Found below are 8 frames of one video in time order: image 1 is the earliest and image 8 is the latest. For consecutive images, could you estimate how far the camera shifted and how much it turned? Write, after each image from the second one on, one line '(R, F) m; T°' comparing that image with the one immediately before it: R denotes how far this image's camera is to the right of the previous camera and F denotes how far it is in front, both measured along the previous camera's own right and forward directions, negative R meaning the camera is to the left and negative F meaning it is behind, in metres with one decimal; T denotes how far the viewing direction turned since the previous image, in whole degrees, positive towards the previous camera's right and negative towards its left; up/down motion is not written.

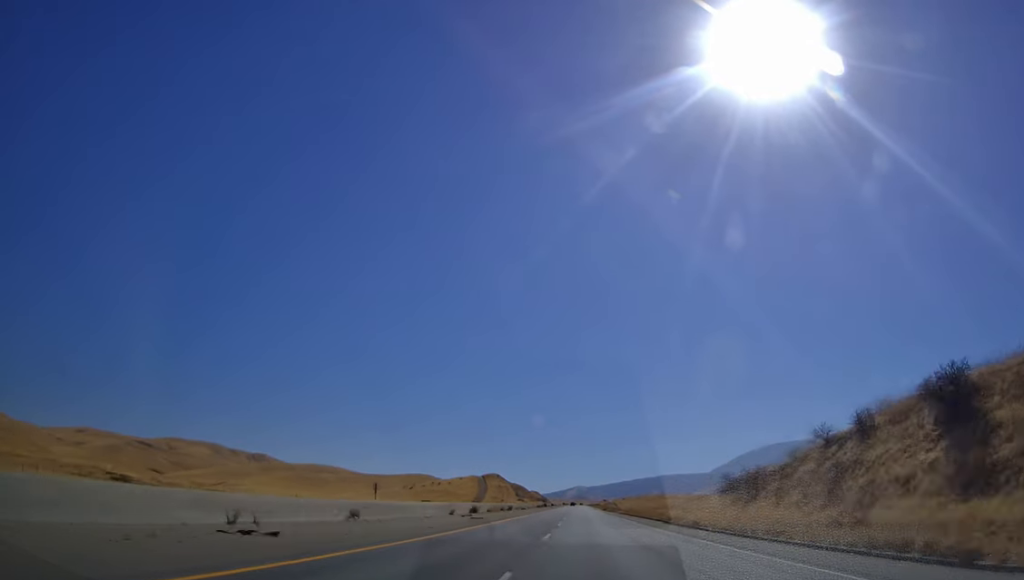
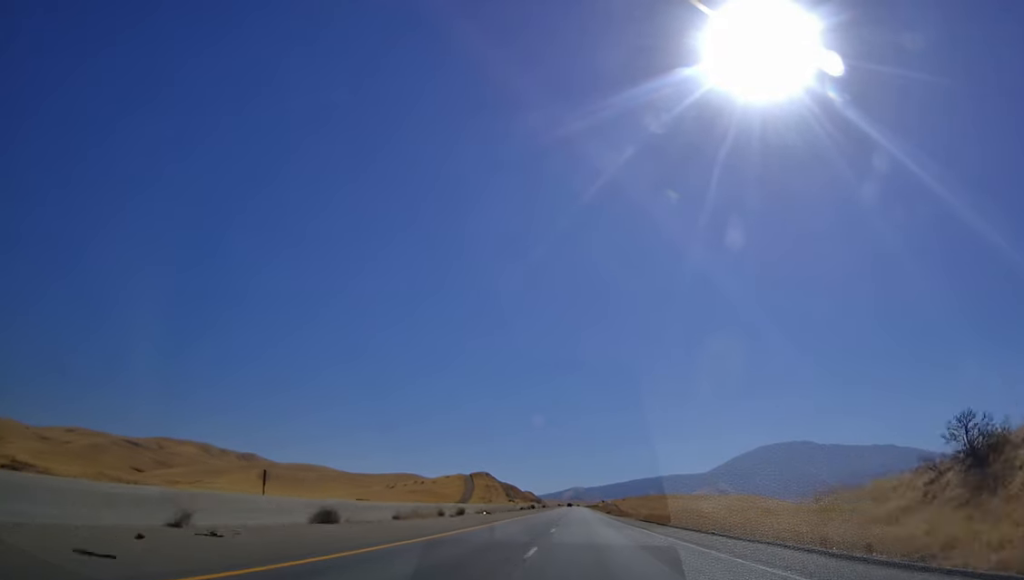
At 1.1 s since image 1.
(-0.5, +36.2) m; 0°
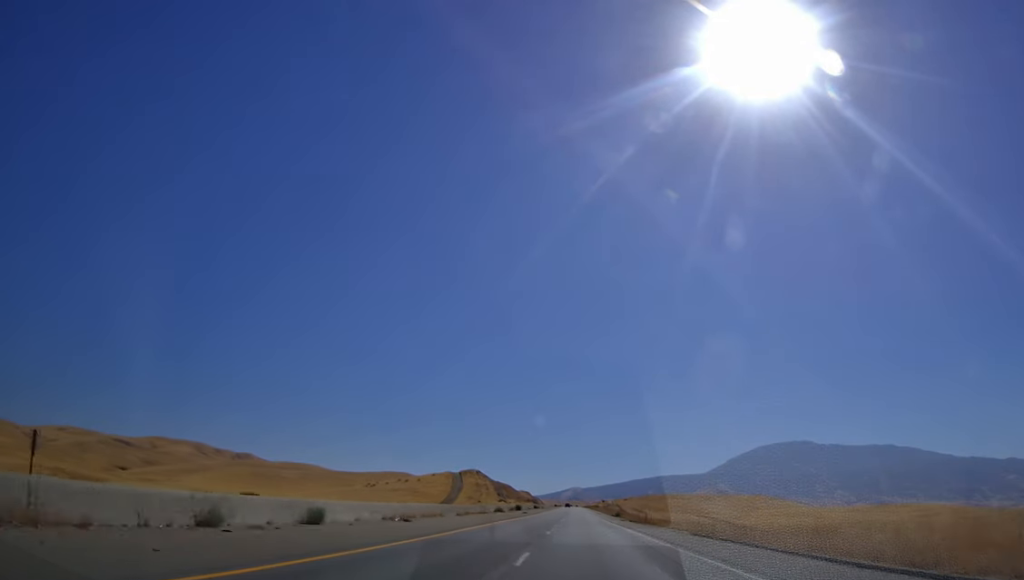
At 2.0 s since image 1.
(+0.1, +31.4) m; 0°
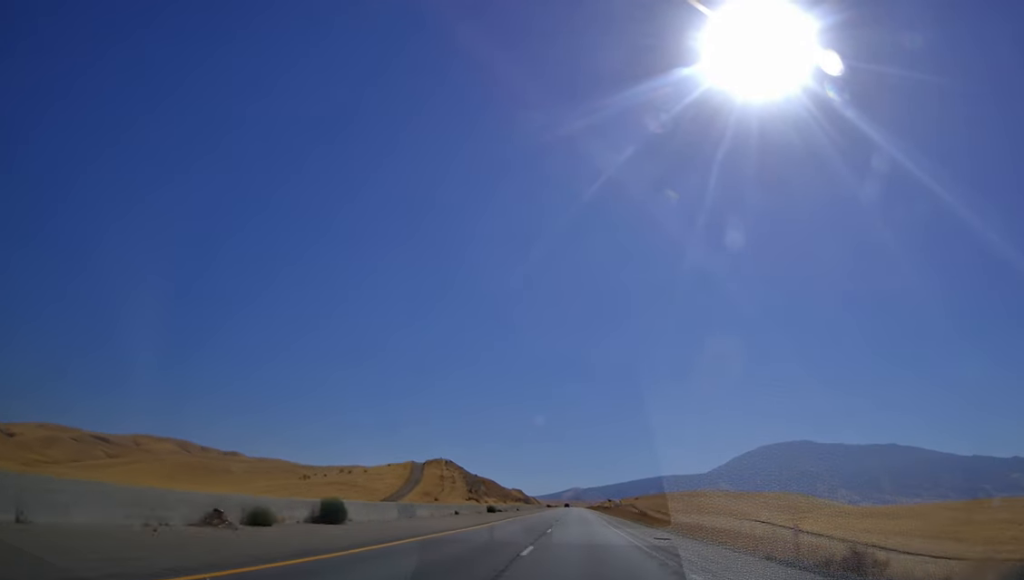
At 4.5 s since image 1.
(+0.7, +84.8) m; 0°
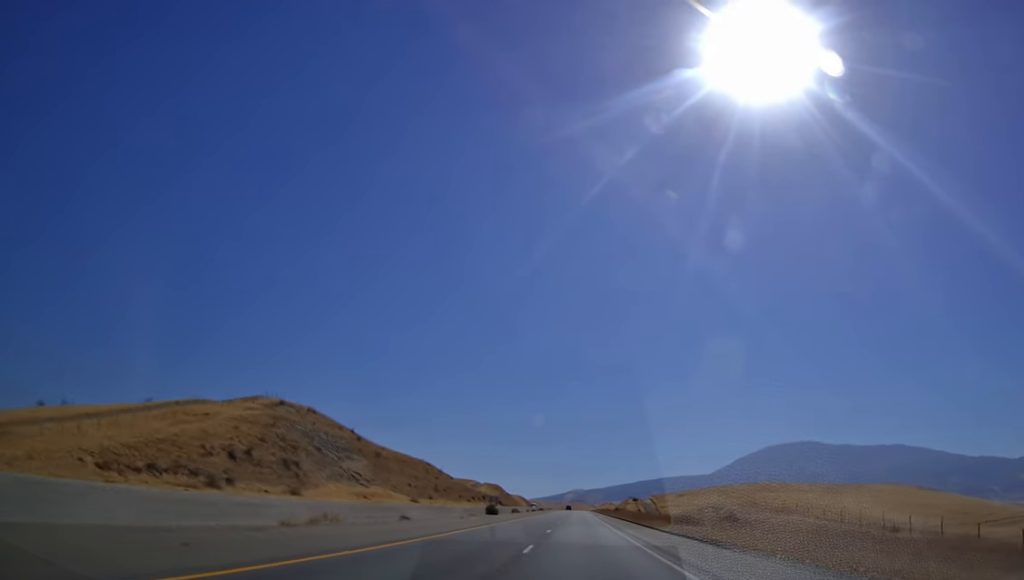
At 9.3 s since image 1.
(-0.1, +158.5) m; 0°
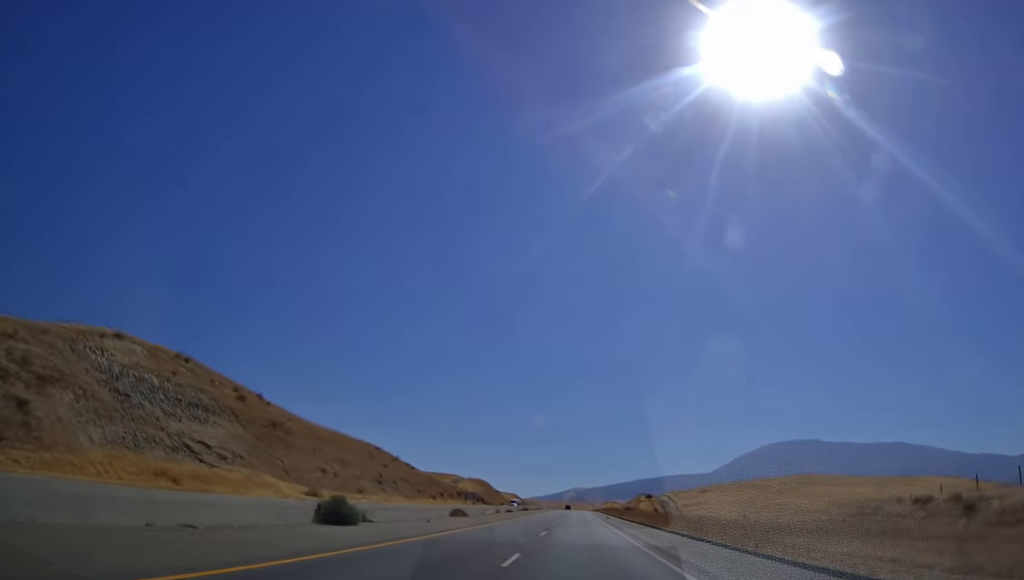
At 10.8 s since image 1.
(0.0, +47.7) m; 0°
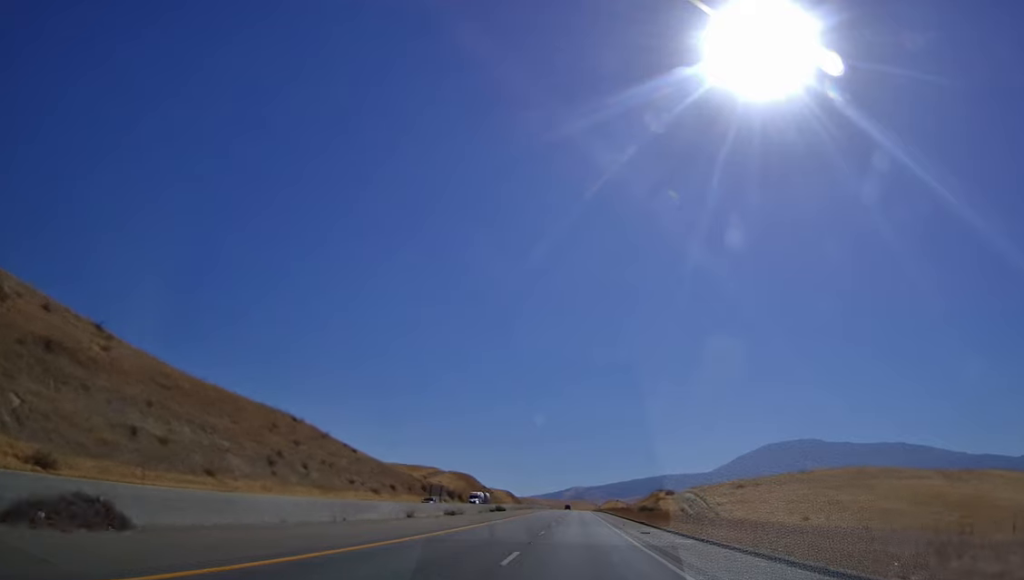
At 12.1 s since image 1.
(0.0, +43.2) m; 0°
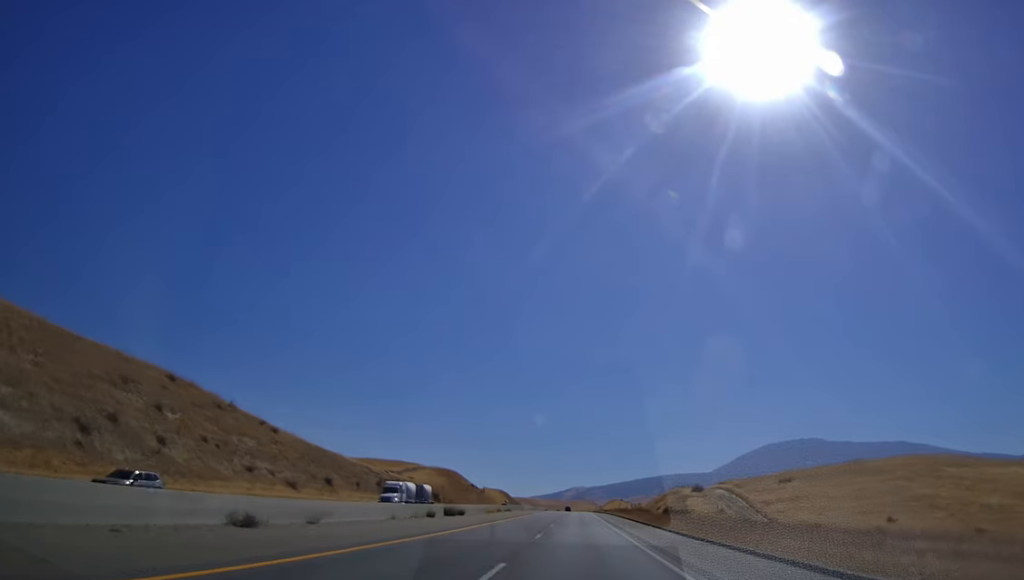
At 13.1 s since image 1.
(-0.1, +32.2) m; 0°
